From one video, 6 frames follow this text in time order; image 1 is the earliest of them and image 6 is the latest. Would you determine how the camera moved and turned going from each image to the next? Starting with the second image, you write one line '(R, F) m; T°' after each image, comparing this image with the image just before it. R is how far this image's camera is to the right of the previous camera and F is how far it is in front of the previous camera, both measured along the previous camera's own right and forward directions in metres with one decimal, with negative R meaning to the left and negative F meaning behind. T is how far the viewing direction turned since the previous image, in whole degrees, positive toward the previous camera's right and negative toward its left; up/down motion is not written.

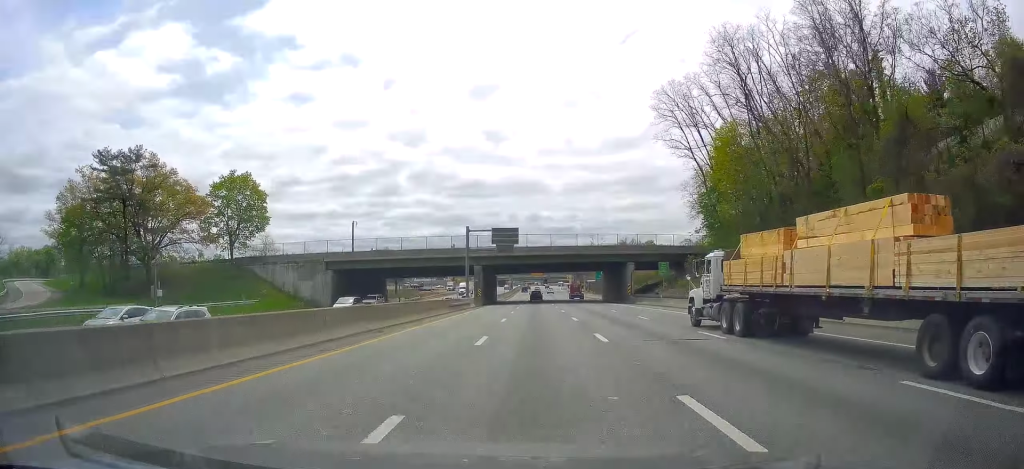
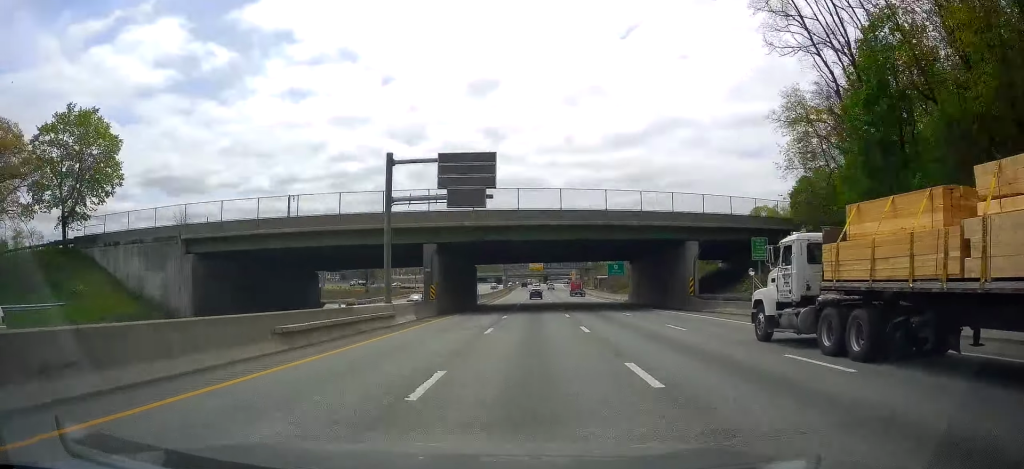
(+0.2, +32.3) m; +1°
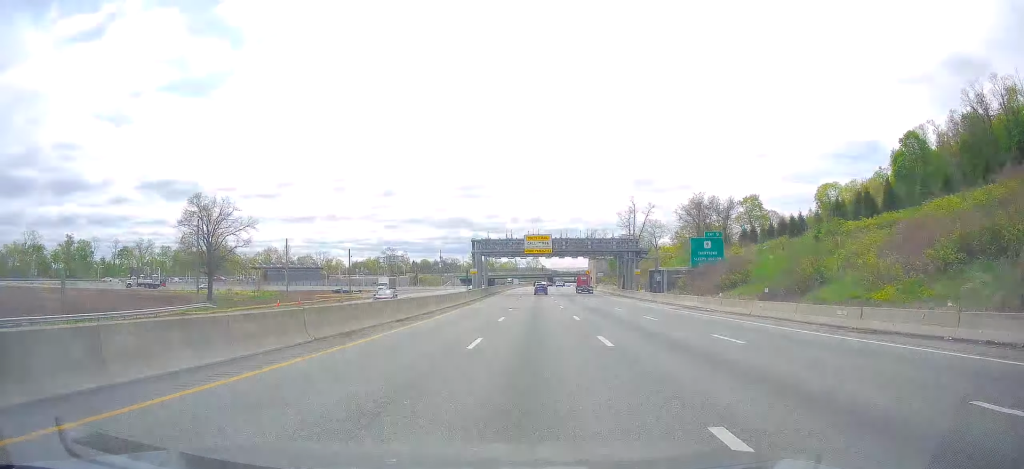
(+0.1, +79.7) m; 0°
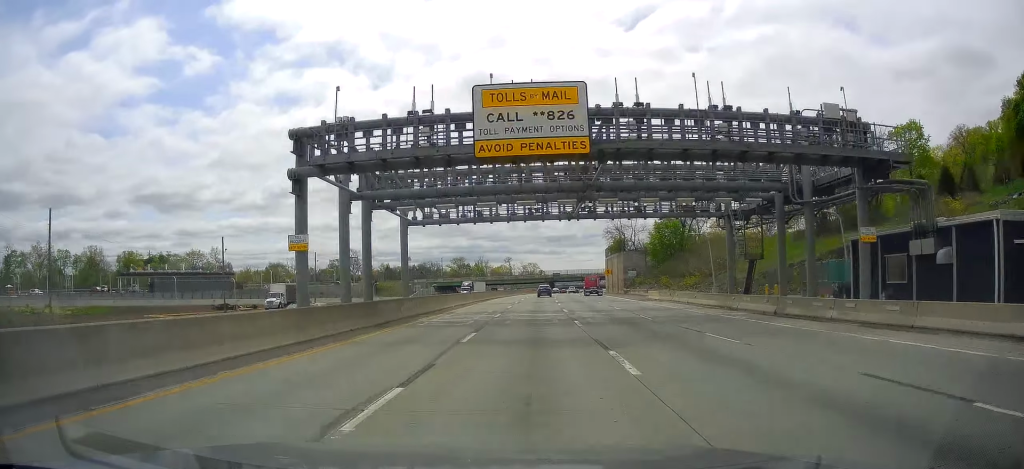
(+0.3, +59.2) m; 0°
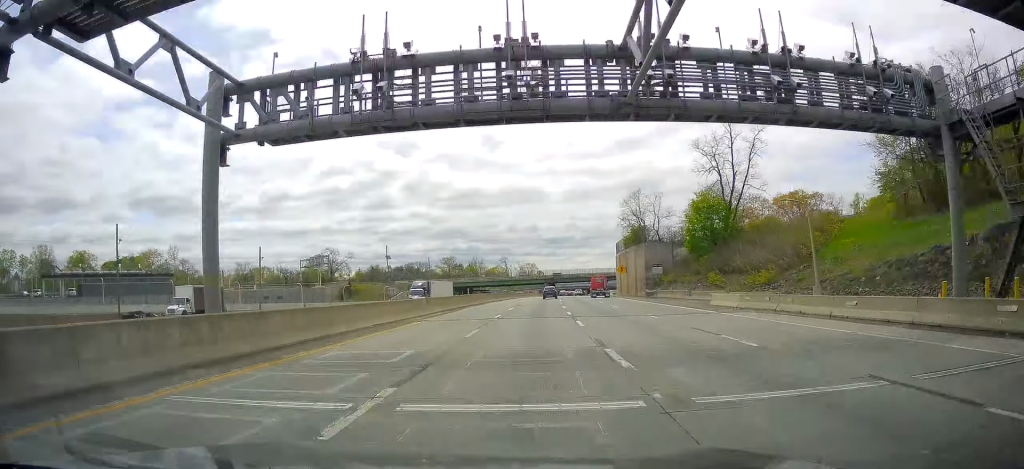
(0.0, +24.7) m; 0°
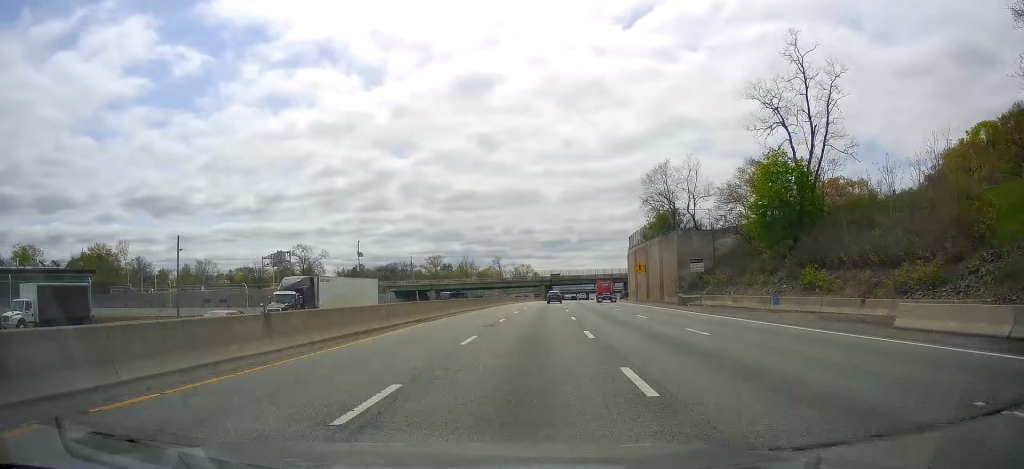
(+0.1, +23.5) m; 0°
